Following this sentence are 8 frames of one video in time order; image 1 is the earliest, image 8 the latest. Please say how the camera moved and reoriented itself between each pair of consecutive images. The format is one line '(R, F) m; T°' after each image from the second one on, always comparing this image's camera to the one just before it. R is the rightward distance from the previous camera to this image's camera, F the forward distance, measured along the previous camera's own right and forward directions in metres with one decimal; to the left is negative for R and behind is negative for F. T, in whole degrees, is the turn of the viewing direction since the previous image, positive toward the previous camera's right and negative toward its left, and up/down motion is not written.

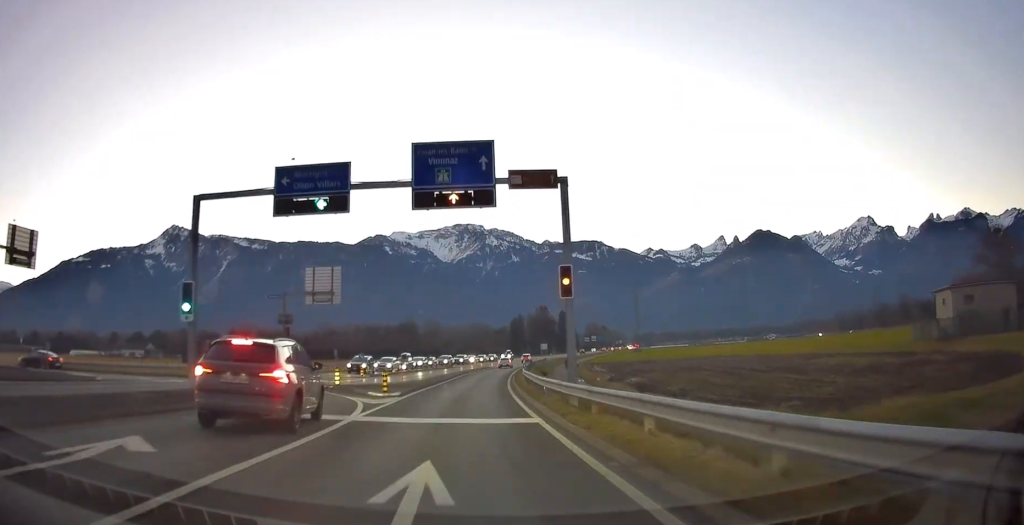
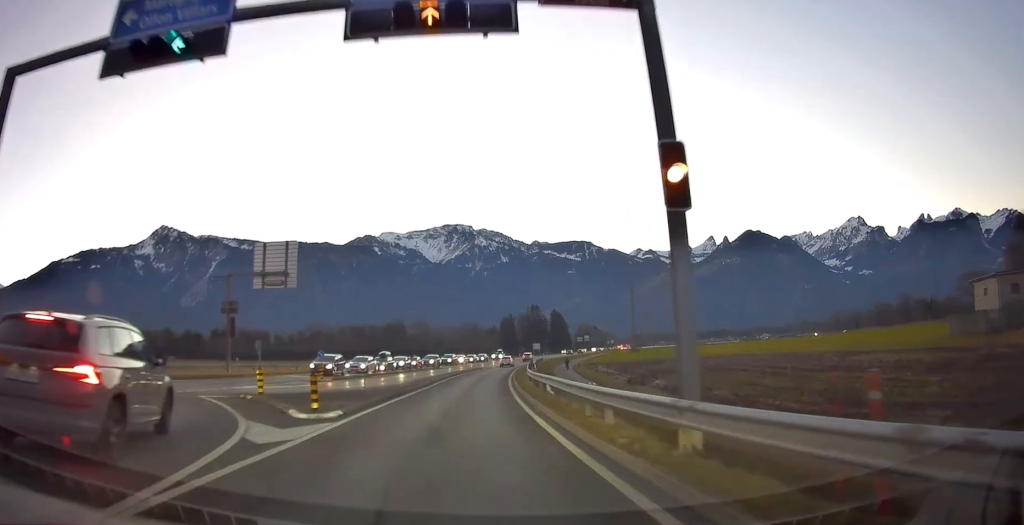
(+0.1, +10.1) m; +2°
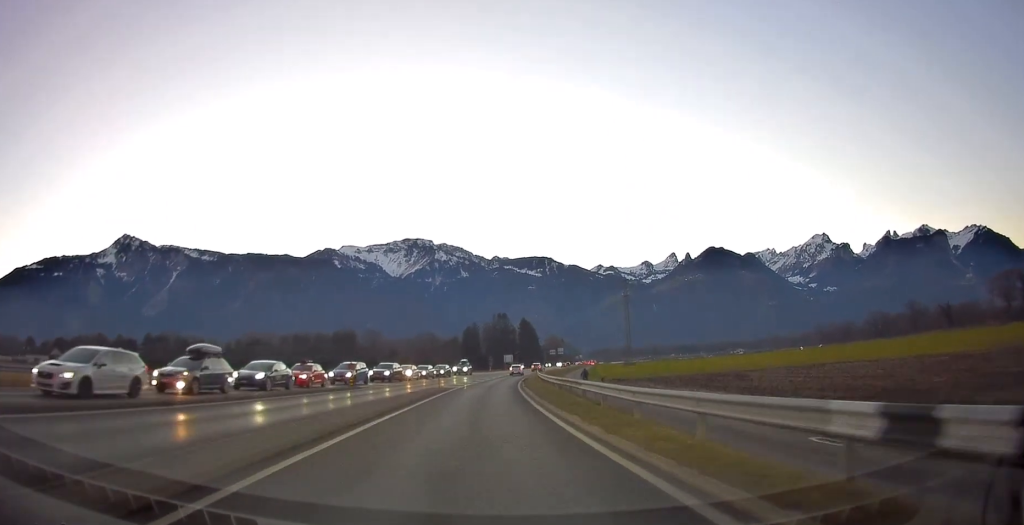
(+0.9, +36.9) m; +3°
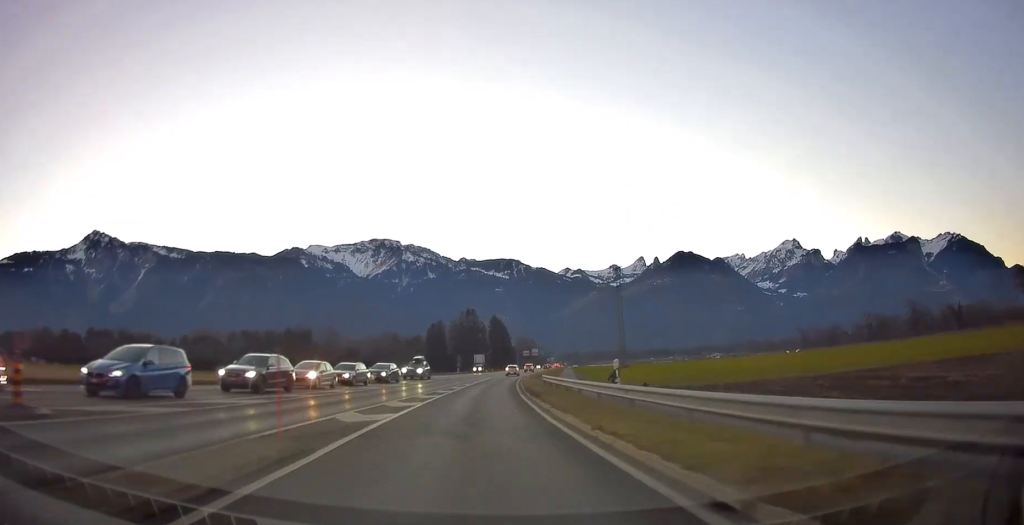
(+0.7, +24.6) m; +3°
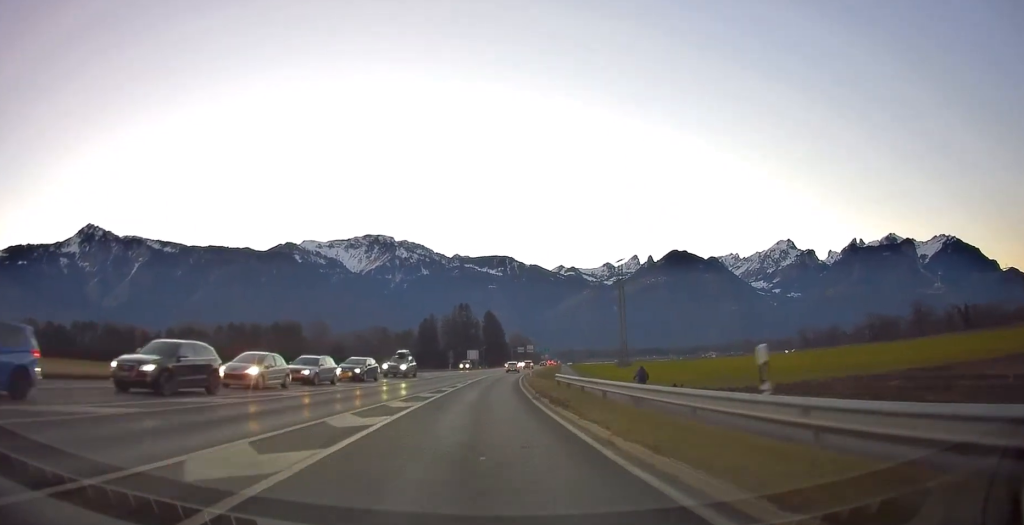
(+0.1, +7.9) m; +1°
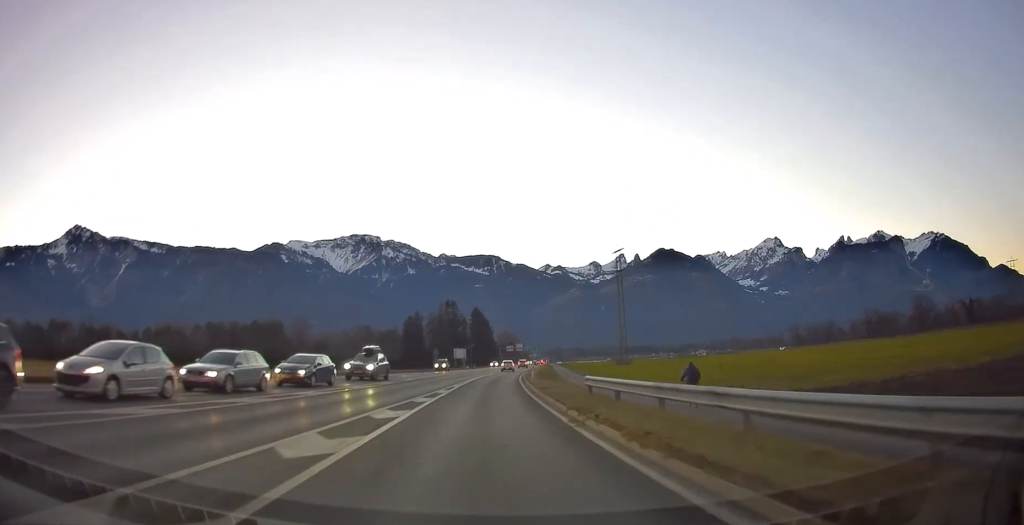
(0.0, +9.2) m; +1°
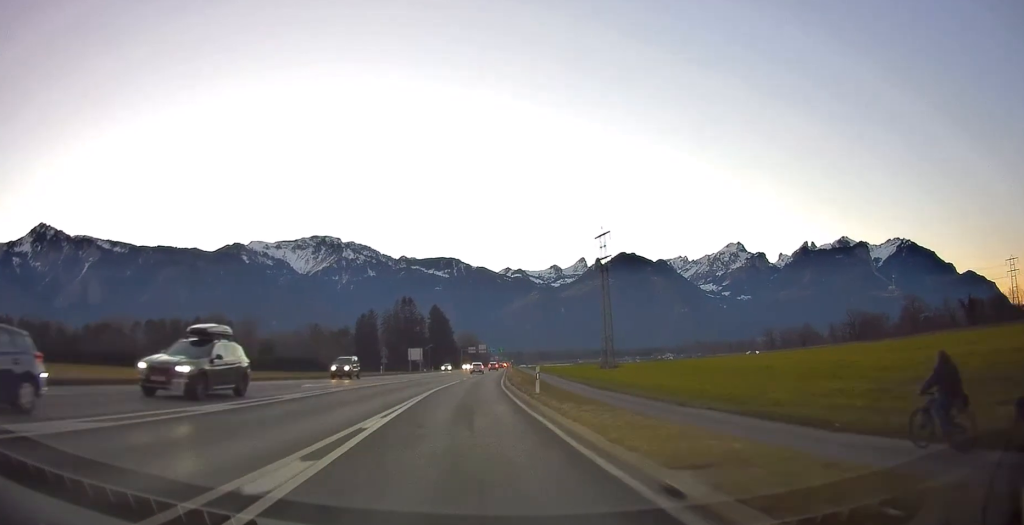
(+0.5, +19.6) m; +3°
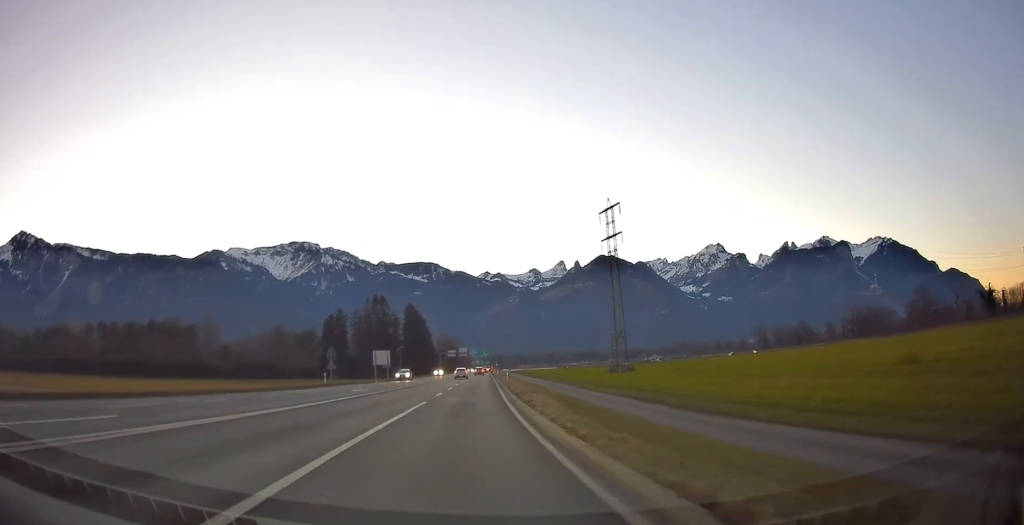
(+0.5, +21.2) m; +3°
